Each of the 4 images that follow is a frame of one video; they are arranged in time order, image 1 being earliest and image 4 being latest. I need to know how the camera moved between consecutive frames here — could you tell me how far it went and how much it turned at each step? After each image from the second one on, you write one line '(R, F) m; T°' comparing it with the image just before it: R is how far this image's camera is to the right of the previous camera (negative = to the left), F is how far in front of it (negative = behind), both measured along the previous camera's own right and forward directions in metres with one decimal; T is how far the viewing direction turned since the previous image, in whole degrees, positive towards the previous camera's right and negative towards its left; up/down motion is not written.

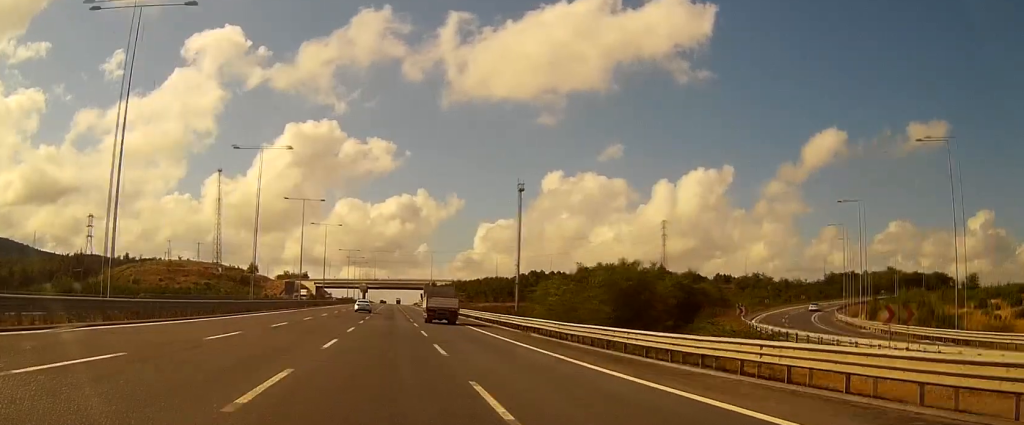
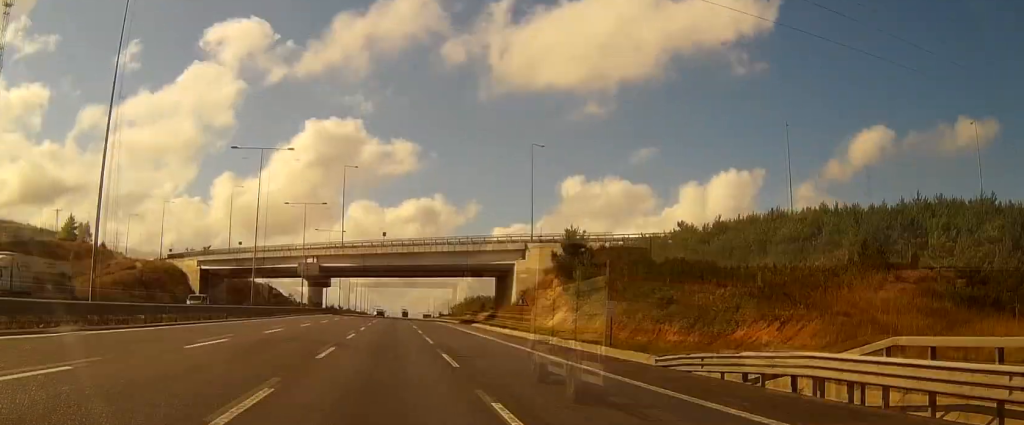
(-0.2, +206.8) m; 0°
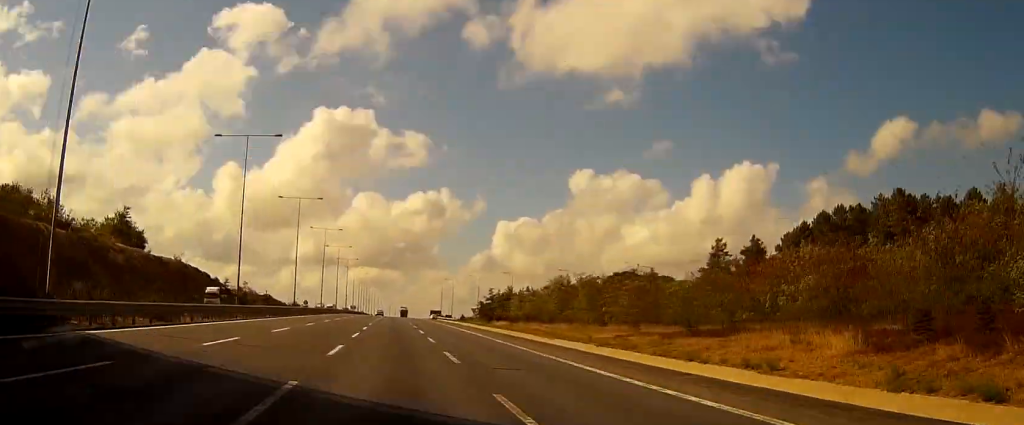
(-0.3, +154.0) m; 0°
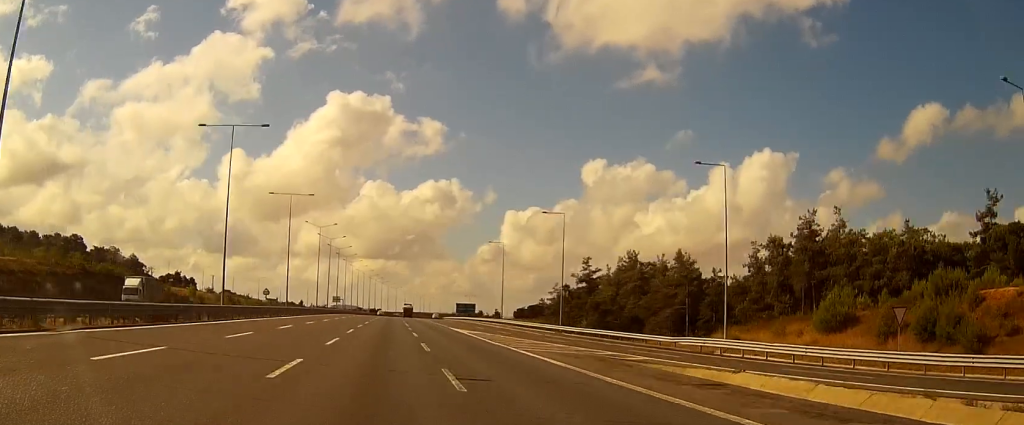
(+0.9, +176.3) m; 0°
